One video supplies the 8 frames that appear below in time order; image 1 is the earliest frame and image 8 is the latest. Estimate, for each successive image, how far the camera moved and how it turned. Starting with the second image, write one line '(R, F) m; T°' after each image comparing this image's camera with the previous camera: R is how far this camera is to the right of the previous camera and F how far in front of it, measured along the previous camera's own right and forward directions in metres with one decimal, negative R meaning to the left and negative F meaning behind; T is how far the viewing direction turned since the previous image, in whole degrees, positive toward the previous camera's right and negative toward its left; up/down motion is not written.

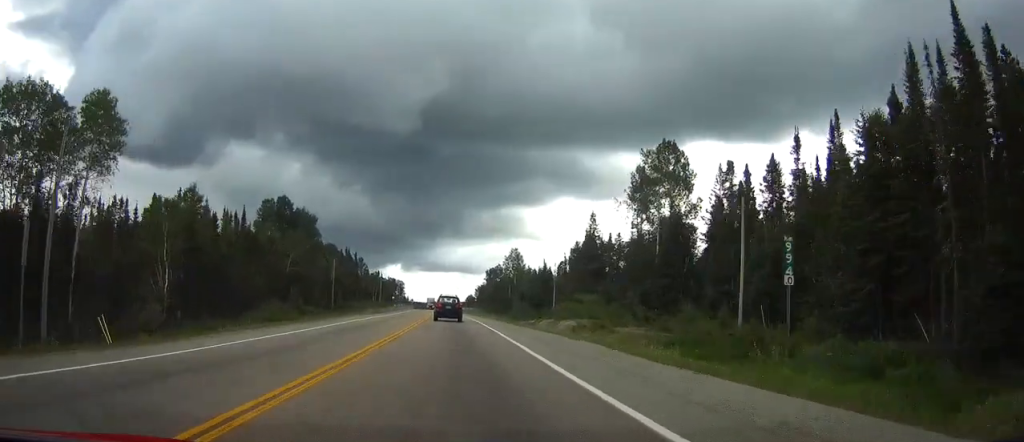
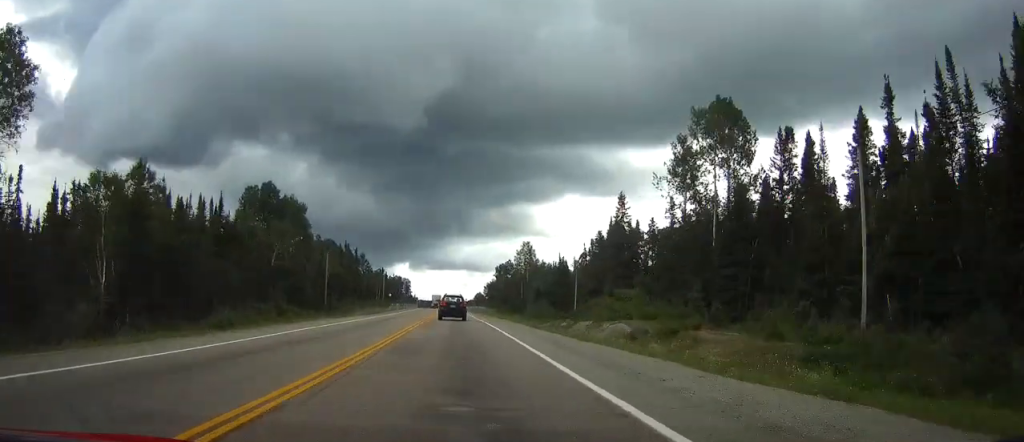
(0.0, +14.8) m; -1°
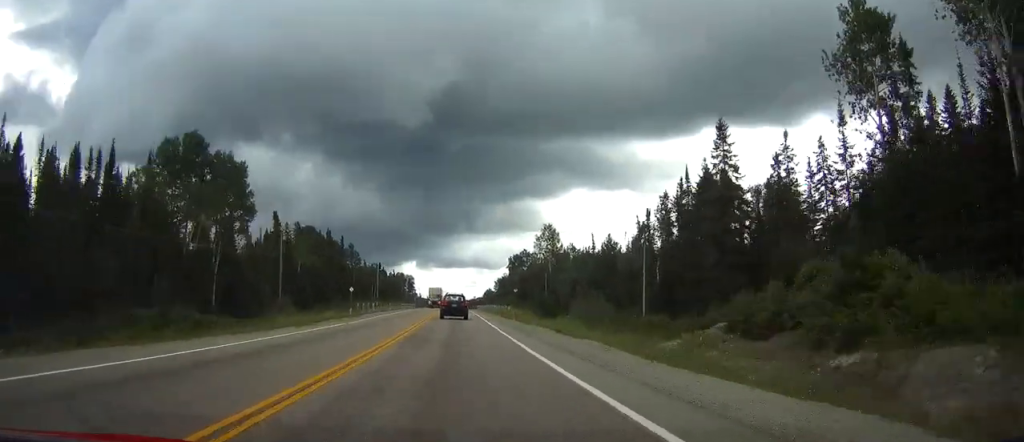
(-0.4, +36.0) m; -1°
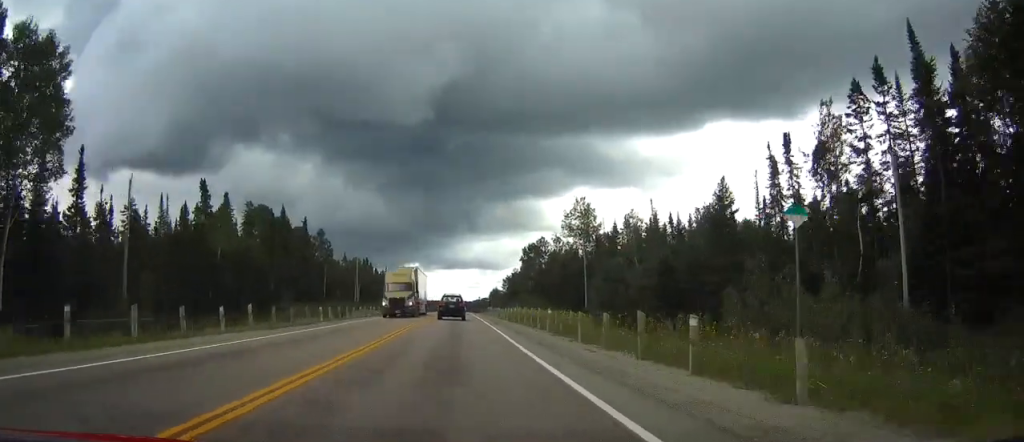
(-0.1, +43.4) m; 0°
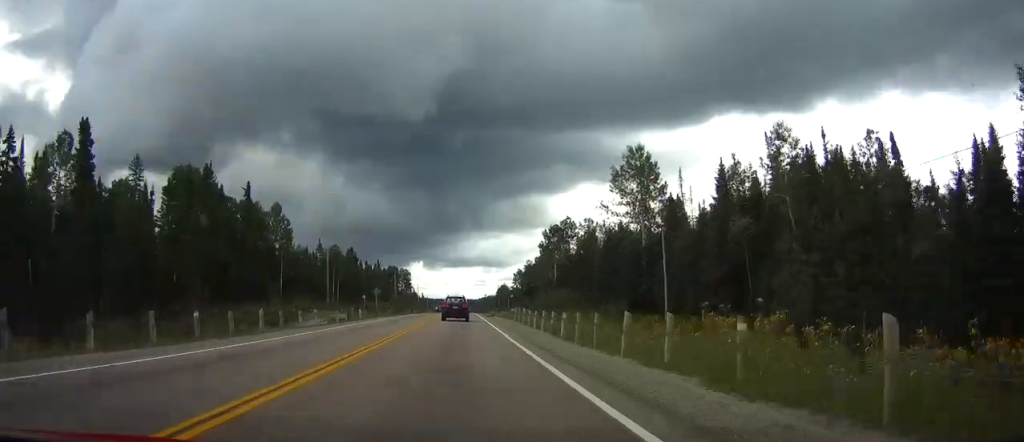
(-0.1, +38.1) m; 0°
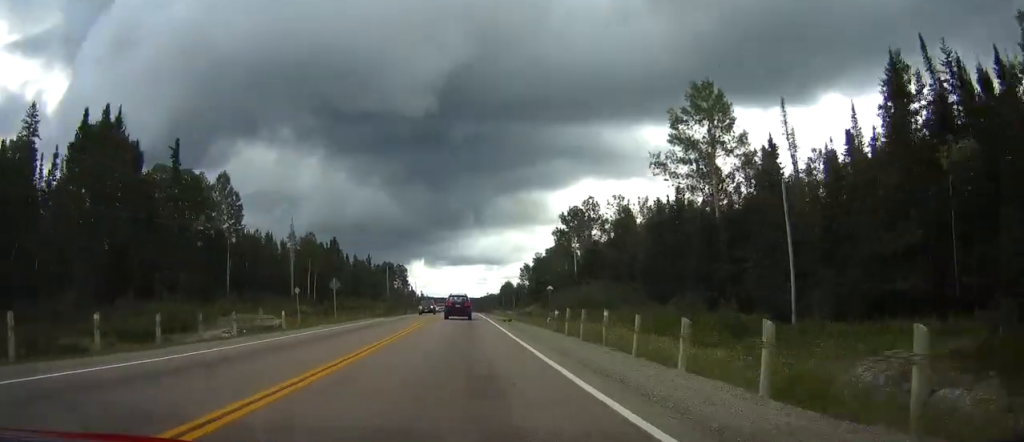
(0.0, +25.3) m; 0°
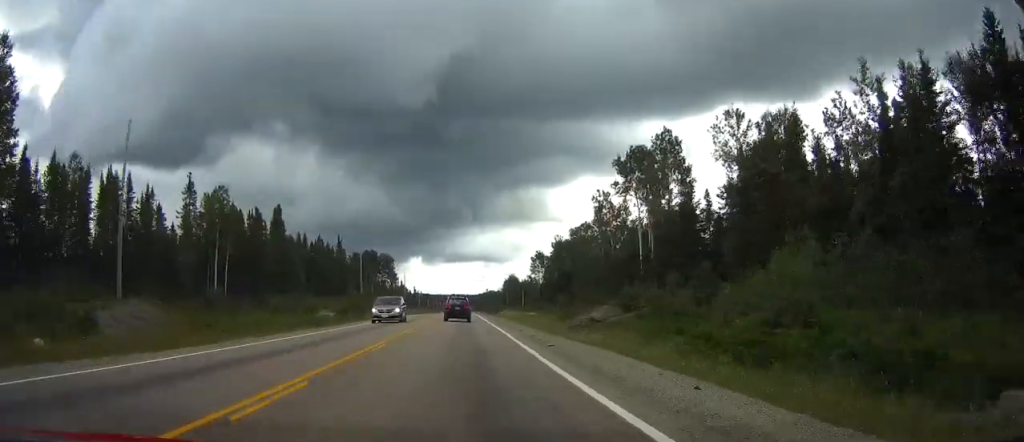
(+0.2, +47.5) m; 0°
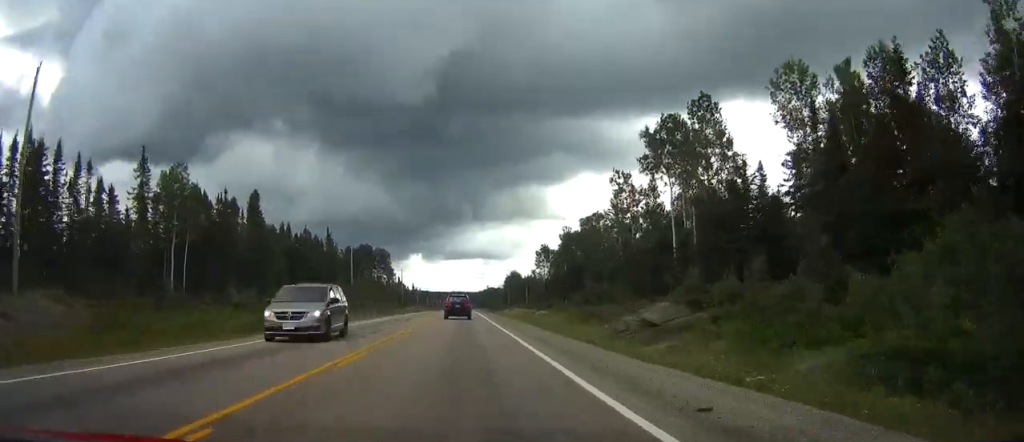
(0.0, +12.6) m; 0°
